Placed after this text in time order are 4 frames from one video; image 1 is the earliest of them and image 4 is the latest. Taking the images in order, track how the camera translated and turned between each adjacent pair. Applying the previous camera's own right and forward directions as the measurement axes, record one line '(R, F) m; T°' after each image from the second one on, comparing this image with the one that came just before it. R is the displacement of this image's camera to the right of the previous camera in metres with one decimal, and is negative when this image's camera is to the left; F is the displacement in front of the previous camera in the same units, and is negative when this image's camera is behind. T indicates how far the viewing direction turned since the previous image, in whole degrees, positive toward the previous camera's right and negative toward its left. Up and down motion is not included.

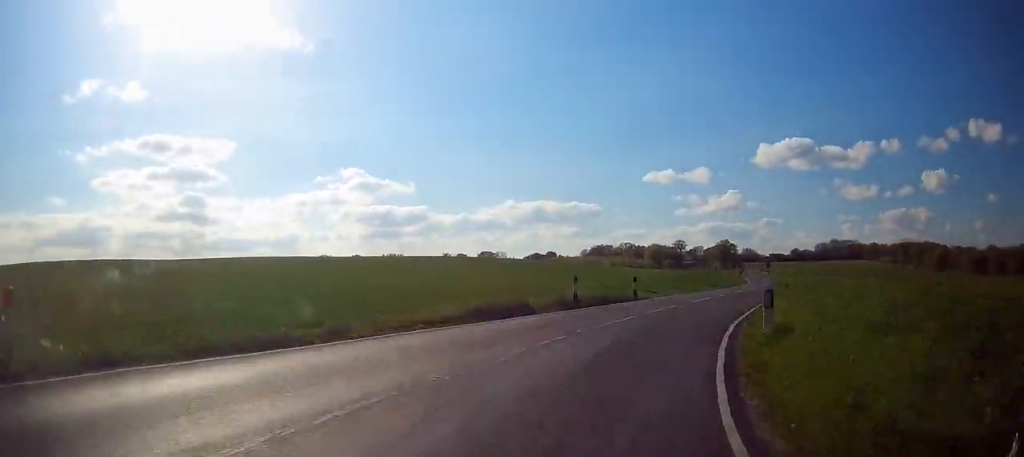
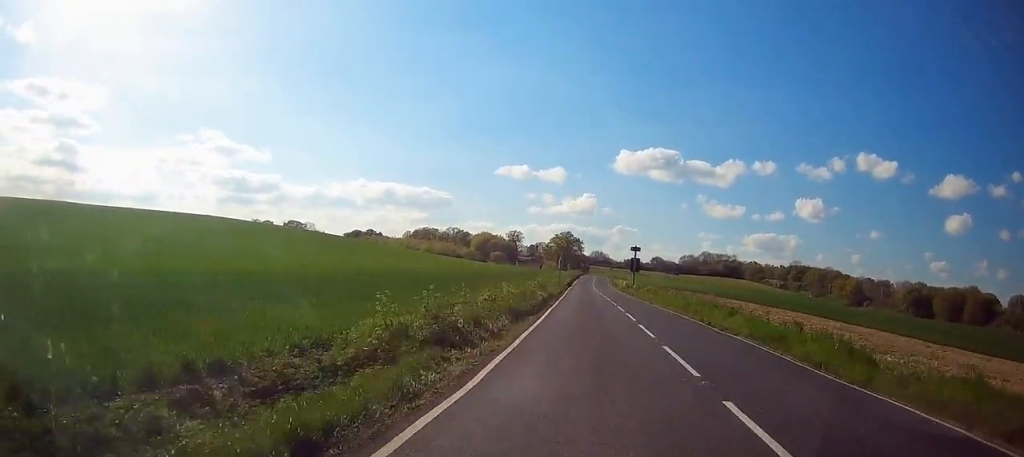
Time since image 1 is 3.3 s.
(+19.9, +84.2) m; +13°
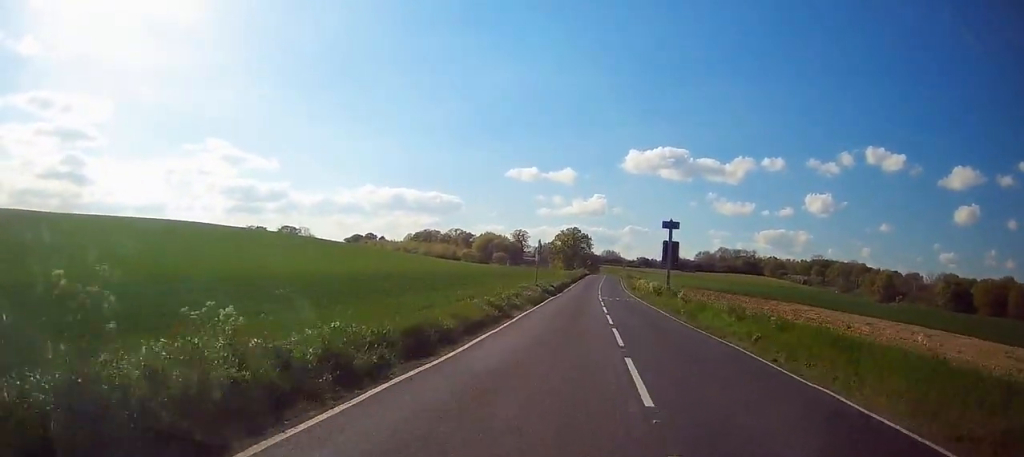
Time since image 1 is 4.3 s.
(-0.2, +29.6) m; 0°
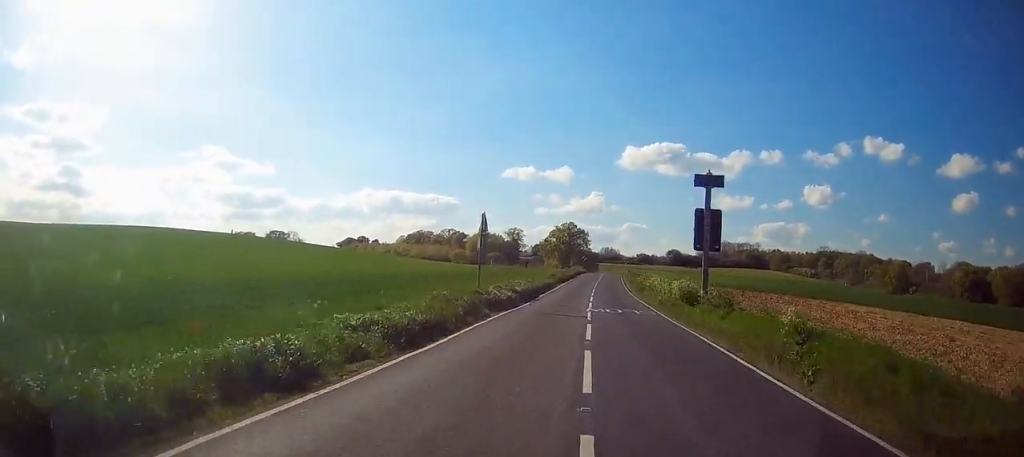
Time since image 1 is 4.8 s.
(+0.1, +16.0) m; 0°
